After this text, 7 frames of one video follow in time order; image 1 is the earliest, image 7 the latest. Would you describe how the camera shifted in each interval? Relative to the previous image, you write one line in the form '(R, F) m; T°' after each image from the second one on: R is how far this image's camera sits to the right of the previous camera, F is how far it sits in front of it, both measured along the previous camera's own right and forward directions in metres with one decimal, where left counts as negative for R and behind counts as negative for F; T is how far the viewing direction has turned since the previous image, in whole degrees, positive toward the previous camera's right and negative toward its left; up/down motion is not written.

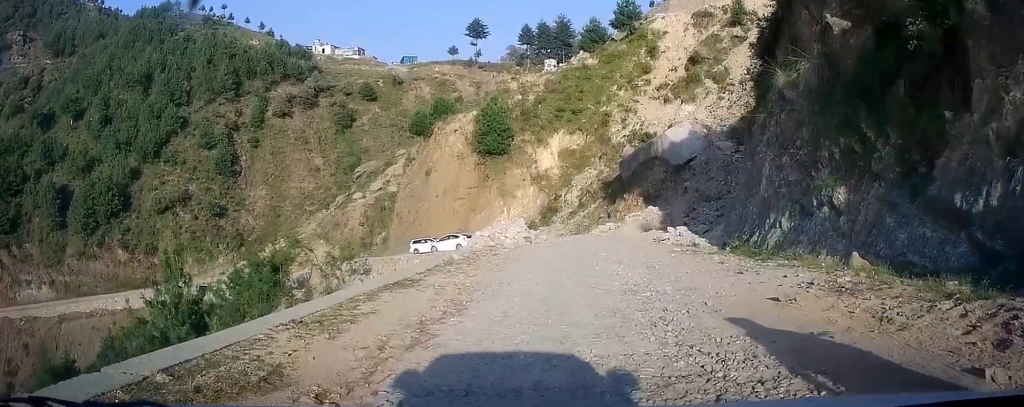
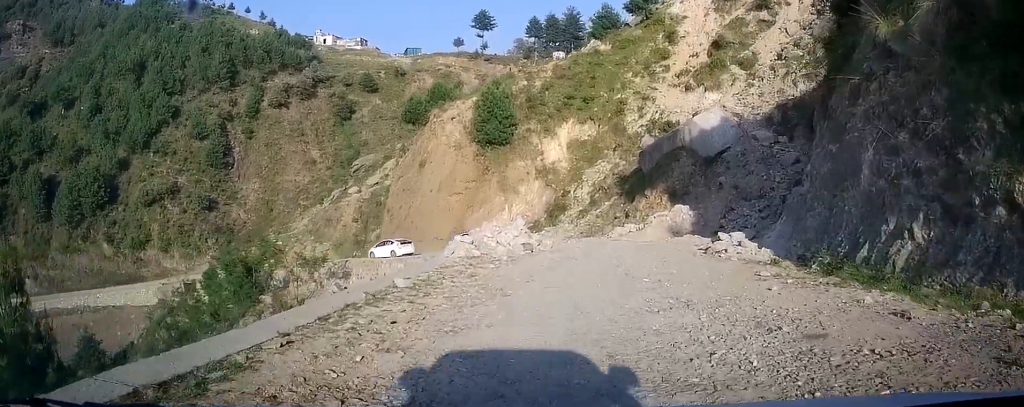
(0.0, +7.0) m; -3°
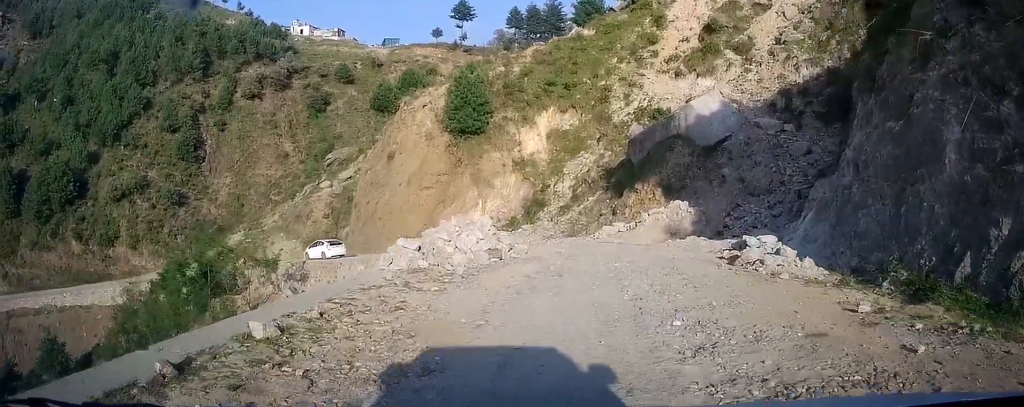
(-0.2, +4.3) m; -1°
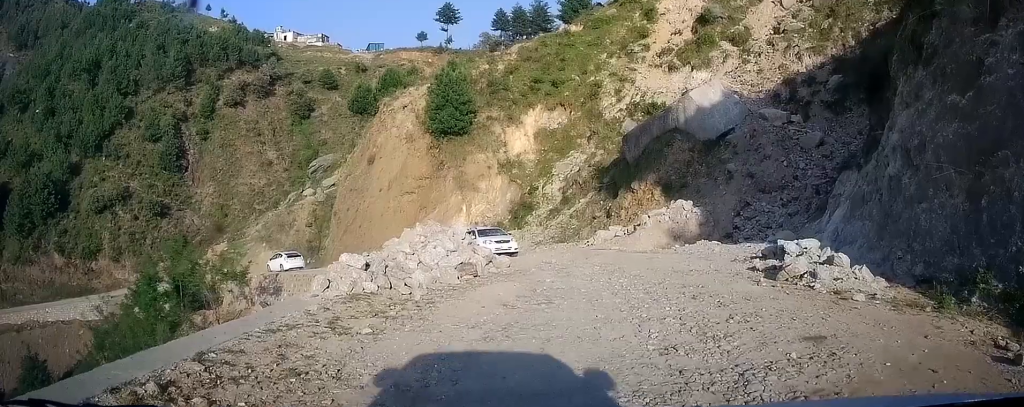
(-0.2, +2.7) m; 0°
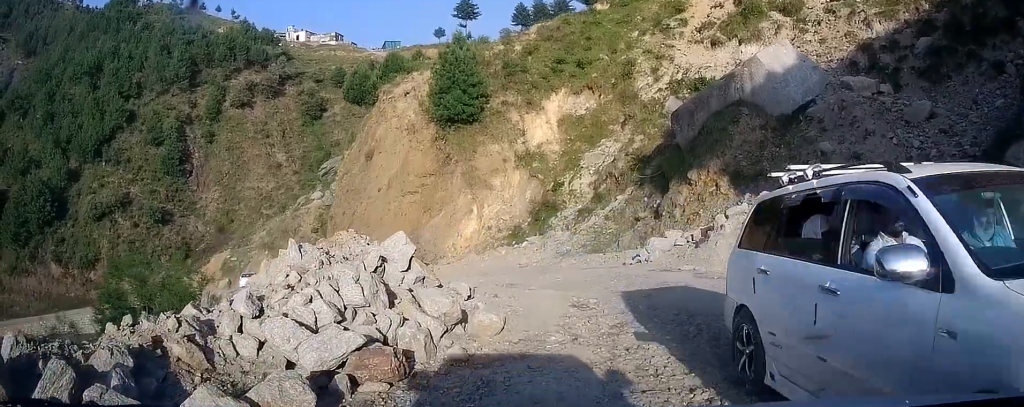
(+1.4, +10.4) m; +10°
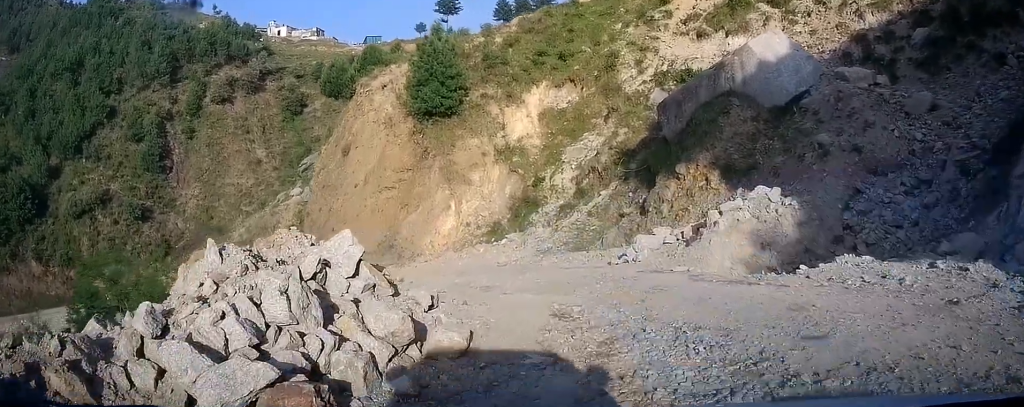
(-0.2, +1.5) m; +6°
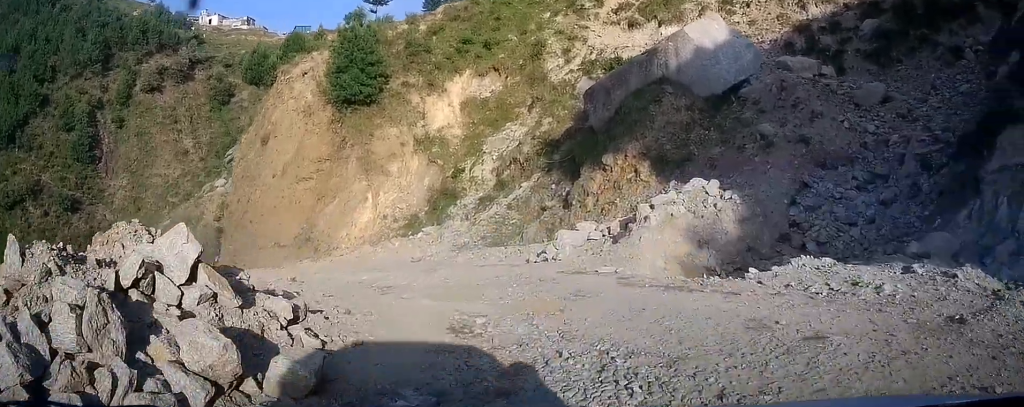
(0.0, +1.1) m; +1°
